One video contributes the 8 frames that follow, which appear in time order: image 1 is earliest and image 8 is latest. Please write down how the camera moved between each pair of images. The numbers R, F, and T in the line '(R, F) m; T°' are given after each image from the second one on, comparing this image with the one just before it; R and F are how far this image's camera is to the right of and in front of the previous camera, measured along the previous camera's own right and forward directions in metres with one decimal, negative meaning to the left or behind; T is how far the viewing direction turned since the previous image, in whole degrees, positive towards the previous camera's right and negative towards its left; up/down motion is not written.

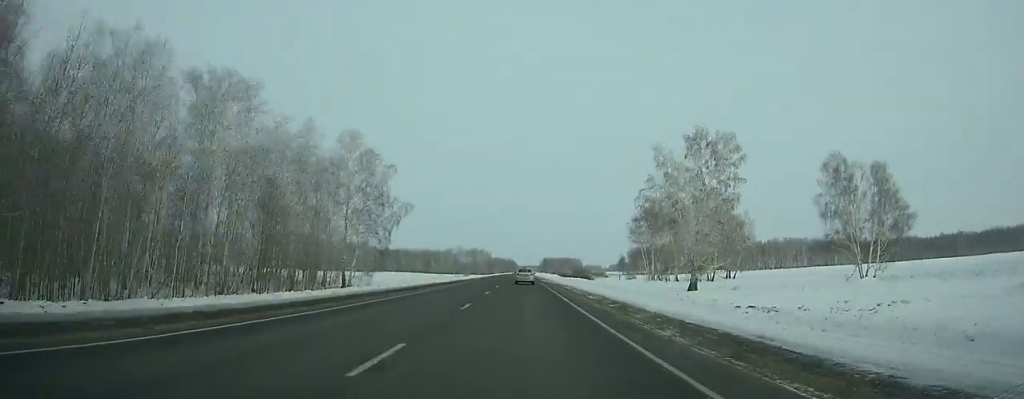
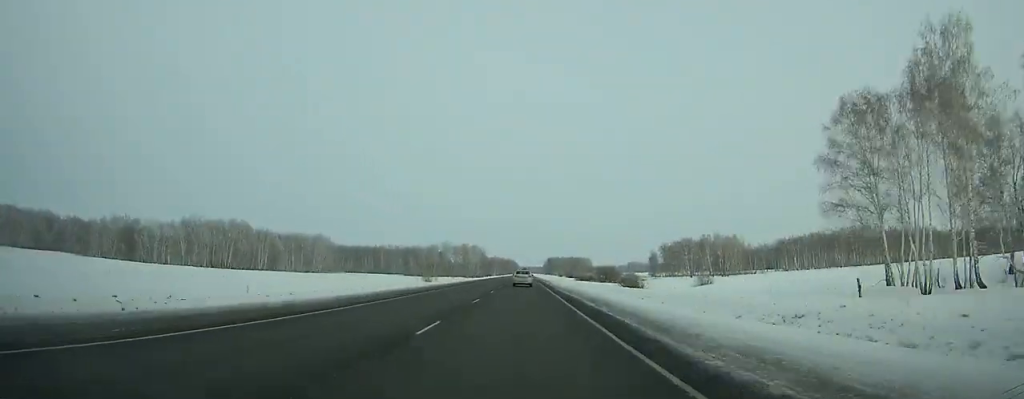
(-0.1, +93.0) m; 0°
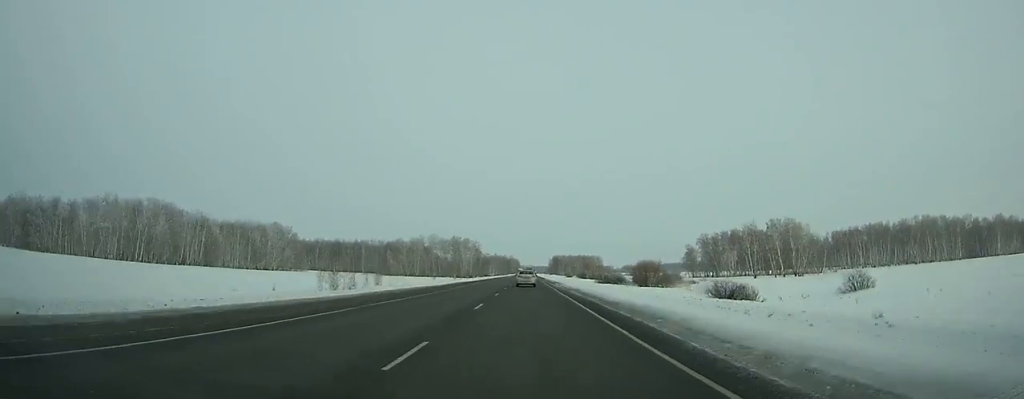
(0.0, +65.0) m; 0°
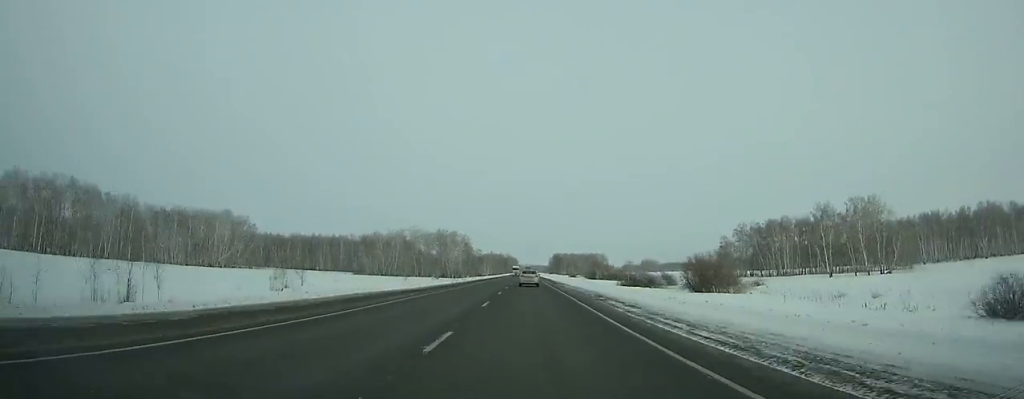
(0.0, +45.8) m; 0°
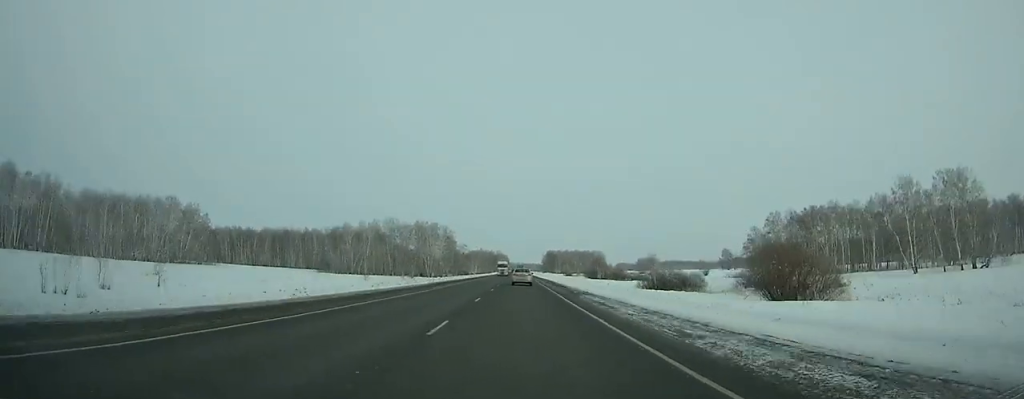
(+0.1, +34.8) m; 0°
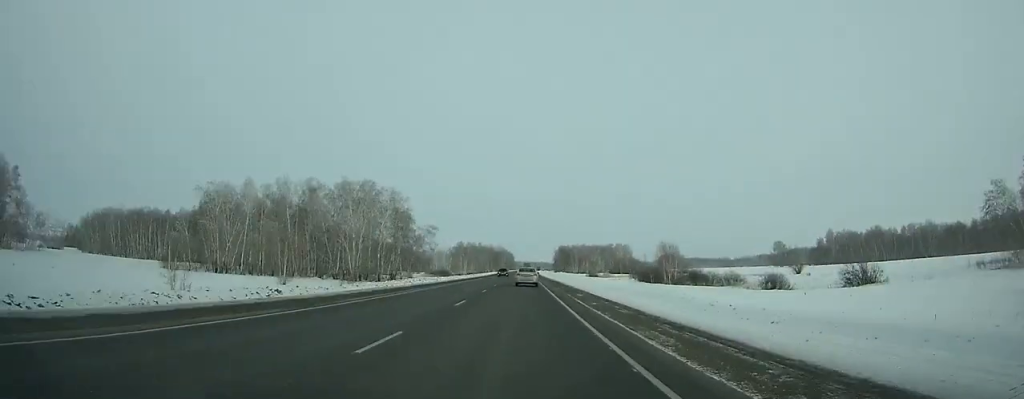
(-0.4, +98.4) m; 0°
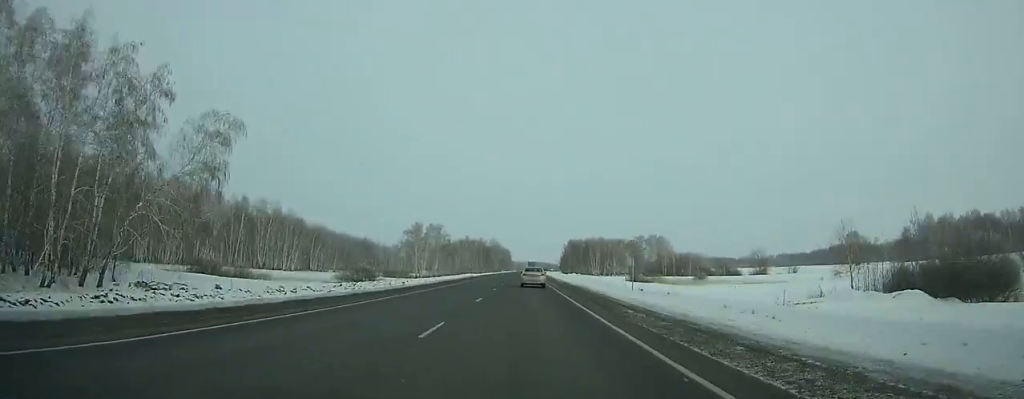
(-0.2, +104.8) m; 0°
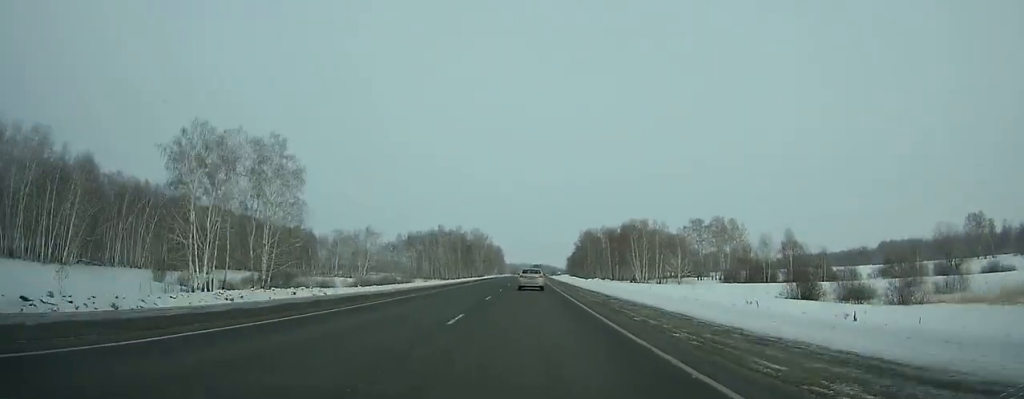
(+4.3, +104.8) m; +3°
